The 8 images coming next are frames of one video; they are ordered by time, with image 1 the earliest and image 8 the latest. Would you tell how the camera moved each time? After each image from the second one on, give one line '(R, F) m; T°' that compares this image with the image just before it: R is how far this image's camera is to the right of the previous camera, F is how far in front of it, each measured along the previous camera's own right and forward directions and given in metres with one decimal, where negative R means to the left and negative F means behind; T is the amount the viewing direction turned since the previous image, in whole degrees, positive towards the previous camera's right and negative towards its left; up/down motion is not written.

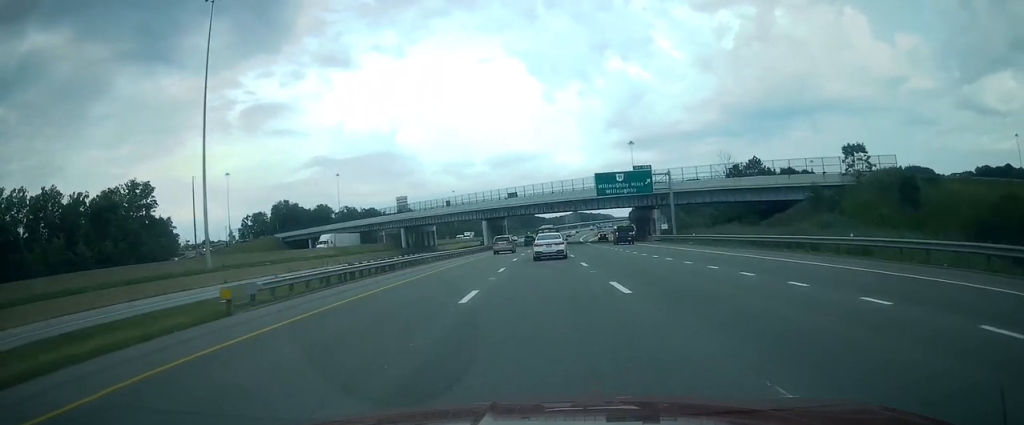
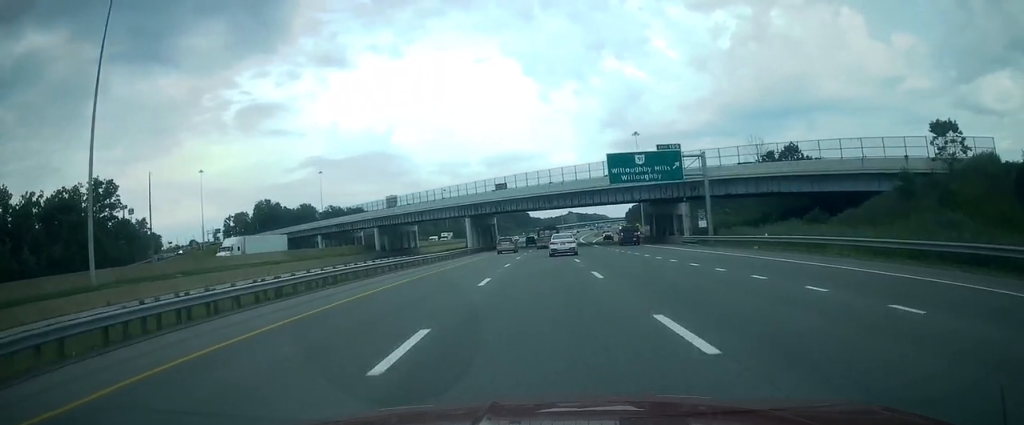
(+0.1, +20.0) m; 0°
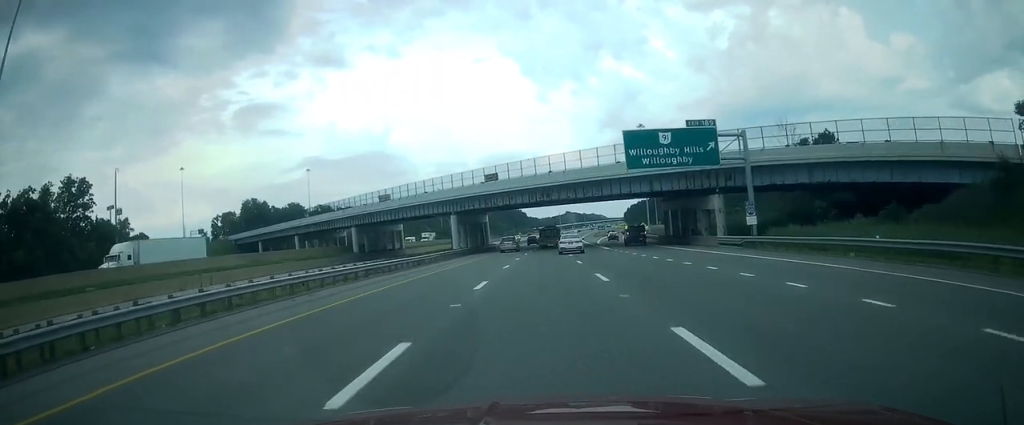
(-0.1, +13.2) m; 0°
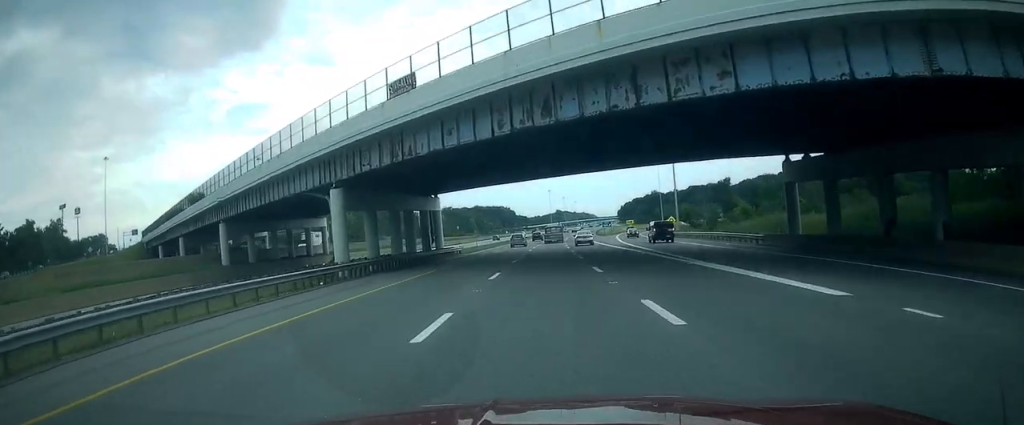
(+1.0, +46.3) m; +2°
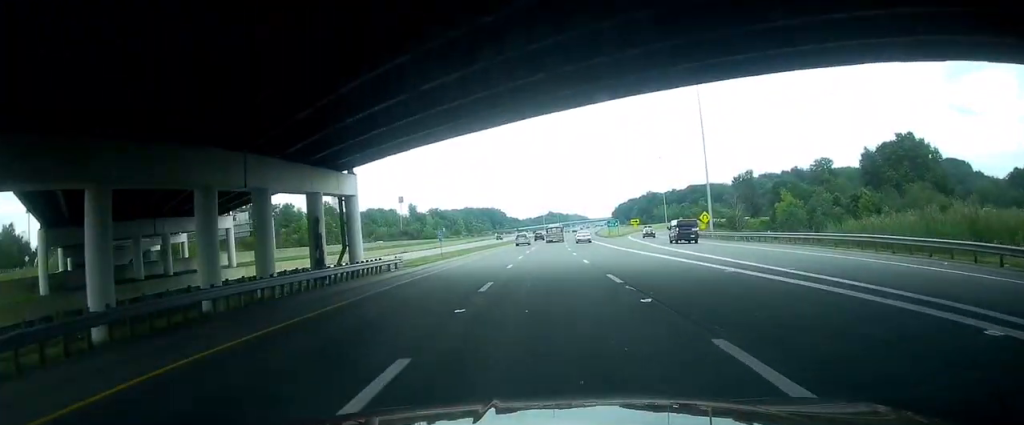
(+0.2, +29.0) m; 0°
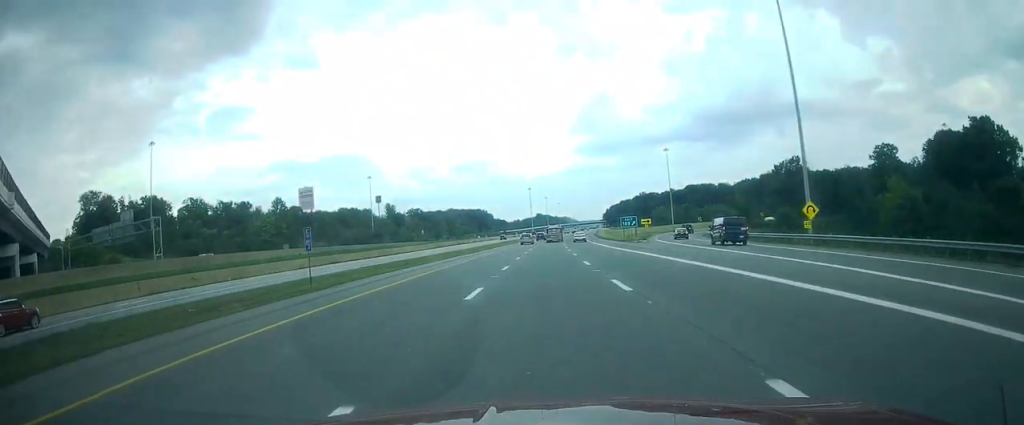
(-0.3, +38.3) m; 0°
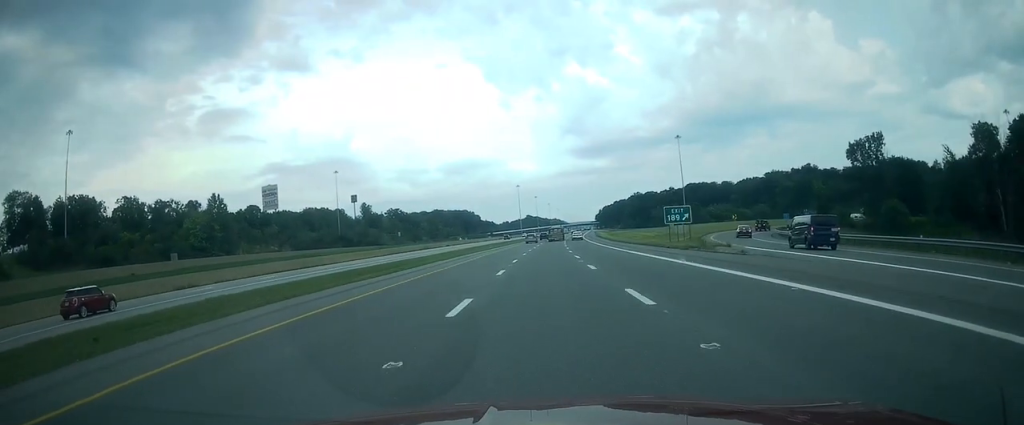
(+0.5, +39.2) m; +2°
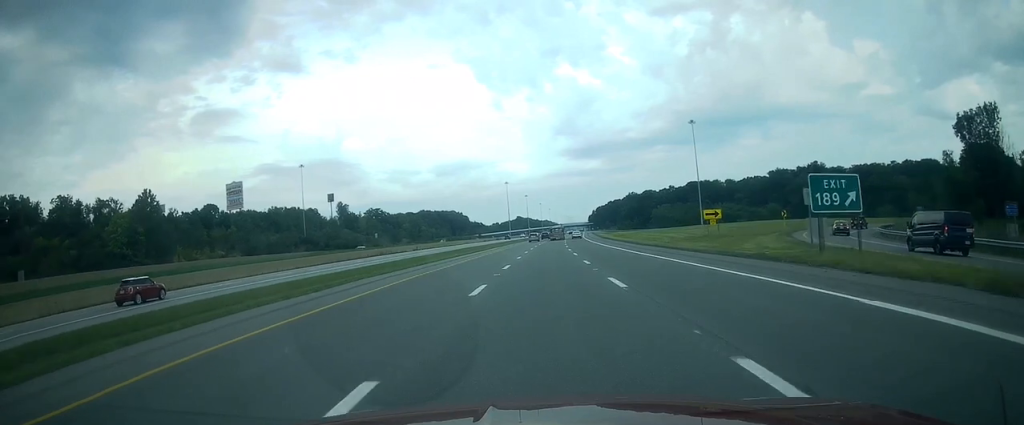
(+0.3, +32.5) m; +1°
